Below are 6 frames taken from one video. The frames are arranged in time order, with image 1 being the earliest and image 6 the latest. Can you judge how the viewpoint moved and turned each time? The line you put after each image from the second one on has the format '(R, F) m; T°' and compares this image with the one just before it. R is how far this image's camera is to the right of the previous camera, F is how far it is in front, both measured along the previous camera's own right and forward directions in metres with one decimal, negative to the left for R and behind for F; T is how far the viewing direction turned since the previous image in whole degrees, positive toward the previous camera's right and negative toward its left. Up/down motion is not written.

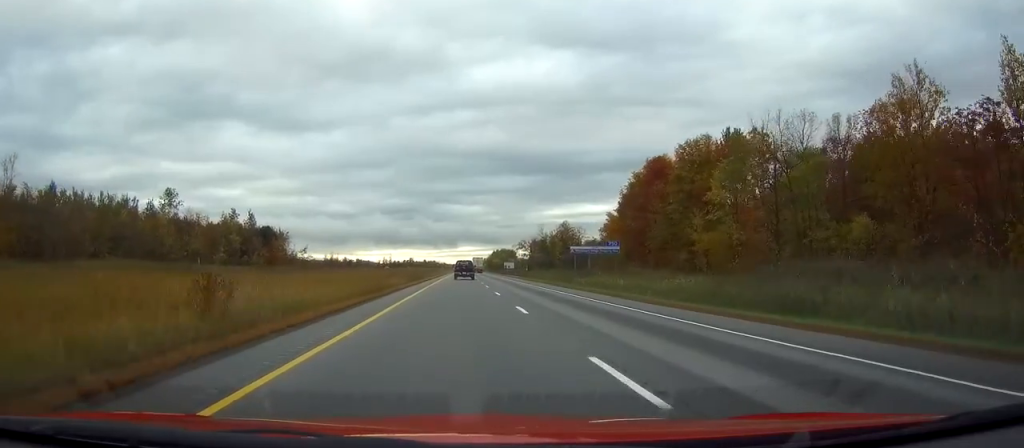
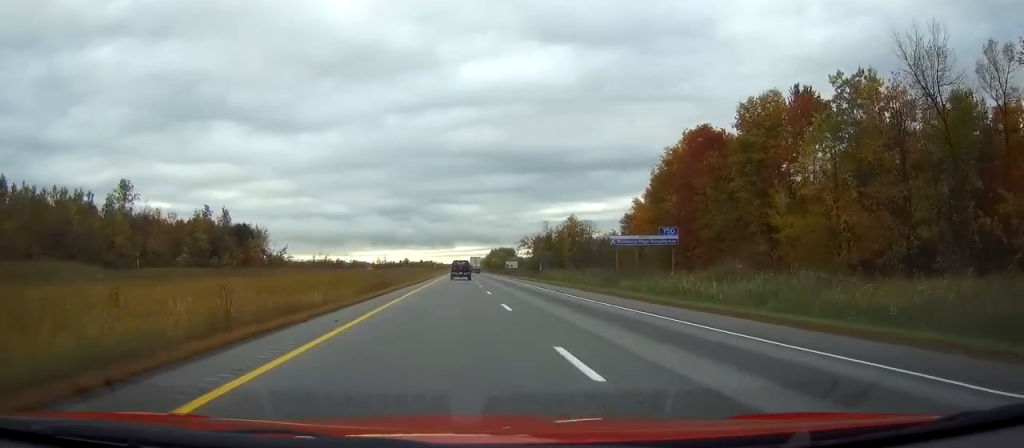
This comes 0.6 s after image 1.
(0.0, +22.6) m; 0°
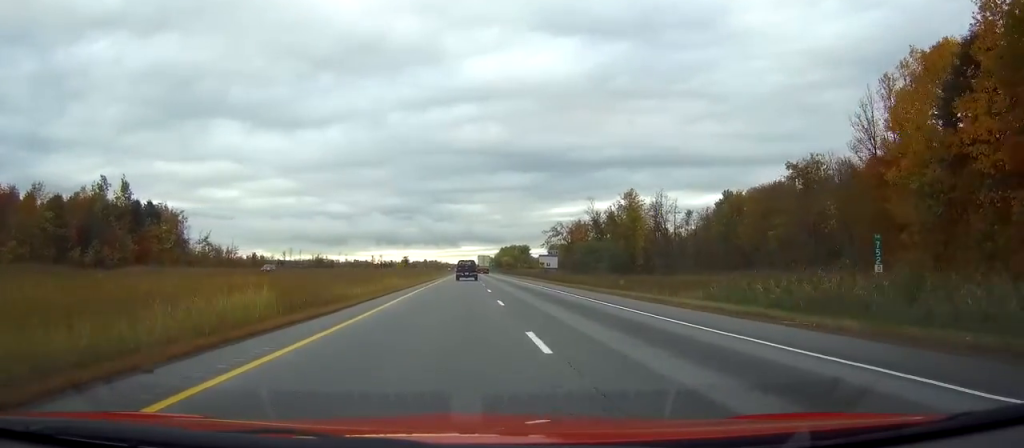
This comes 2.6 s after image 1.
(0.0, +68.9) m; 0°
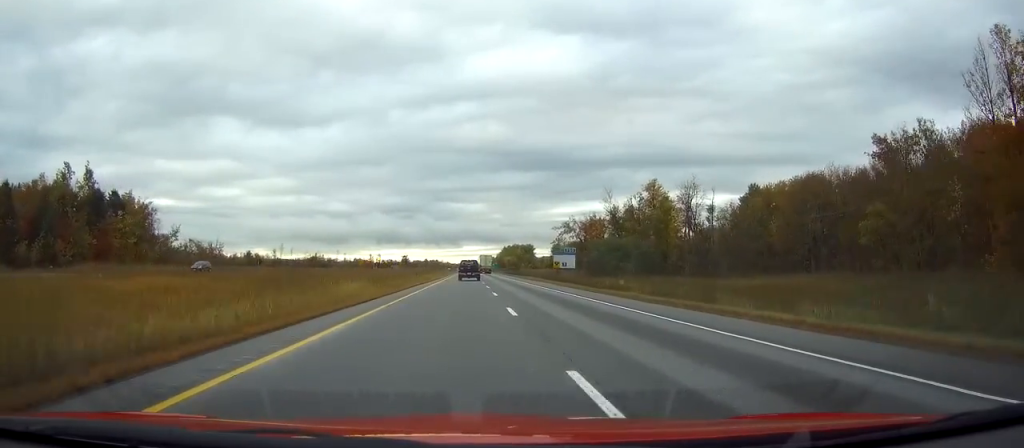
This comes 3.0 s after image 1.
(0.0, +16.6) m; 0°
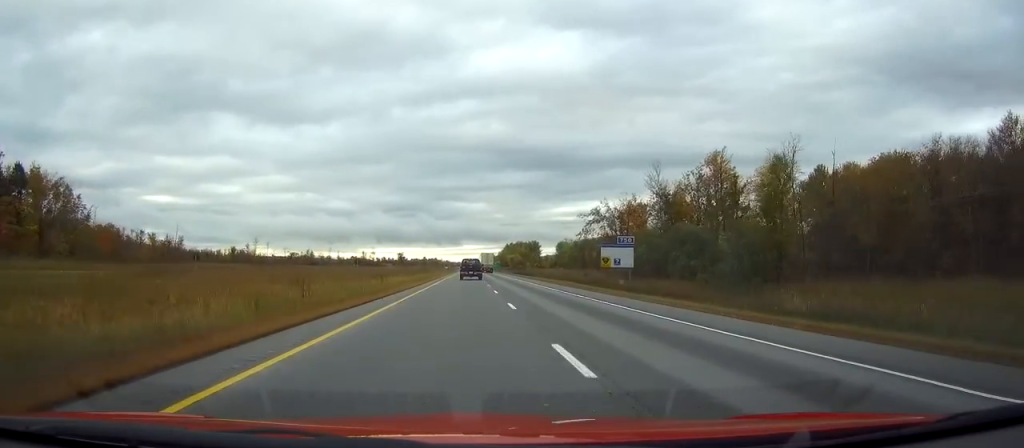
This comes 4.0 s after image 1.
(0.0, +33.1) m; 0°
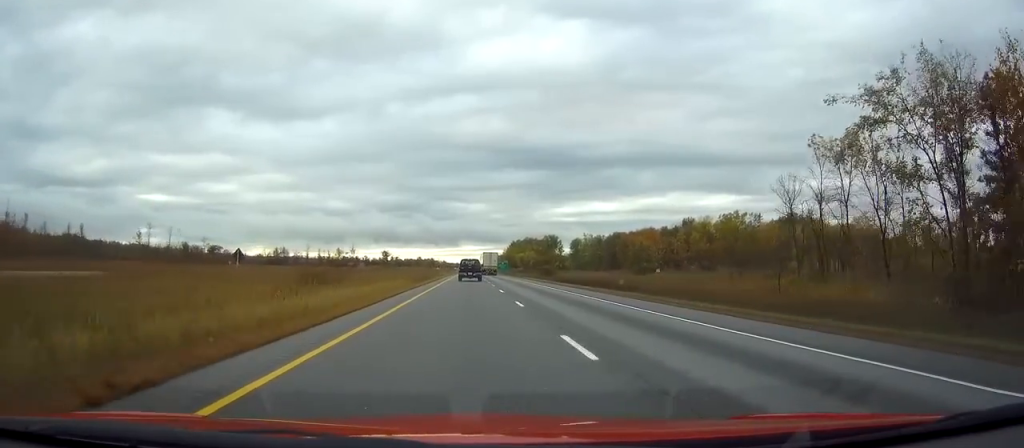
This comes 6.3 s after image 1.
(+0.2, +81.6) m; 0°
